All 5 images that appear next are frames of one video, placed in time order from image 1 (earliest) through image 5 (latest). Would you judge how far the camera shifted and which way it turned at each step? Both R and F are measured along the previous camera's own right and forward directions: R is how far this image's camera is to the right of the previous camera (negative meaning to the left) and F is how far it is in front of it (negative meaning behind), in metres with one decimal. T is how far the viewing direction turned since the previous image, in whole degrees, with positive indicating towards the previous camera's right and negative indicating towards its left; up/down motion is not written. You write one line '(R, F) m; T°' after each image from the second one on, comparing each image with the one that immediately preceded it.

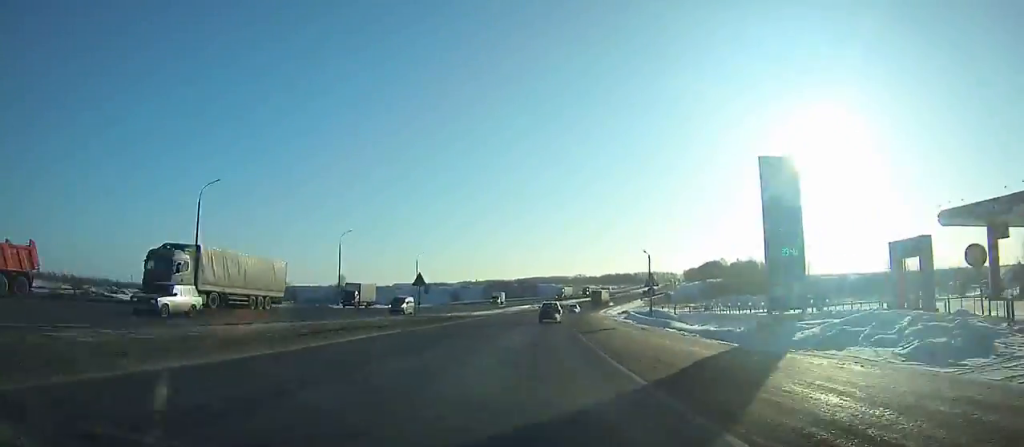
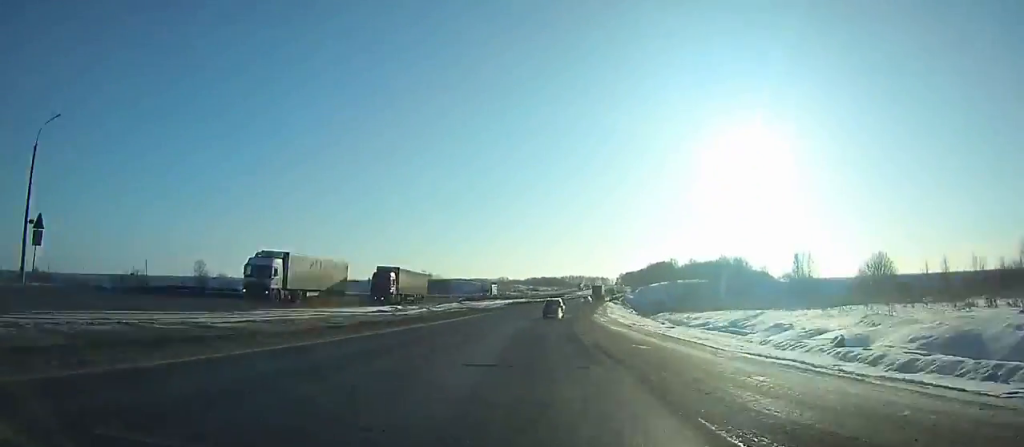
(+4.8, +81.4) m; +8°
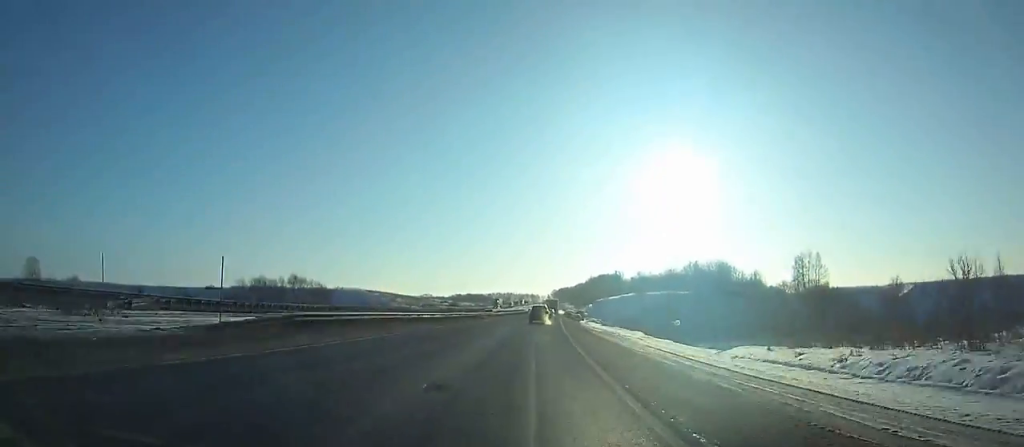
(+3.6, +63.4) m; +5°
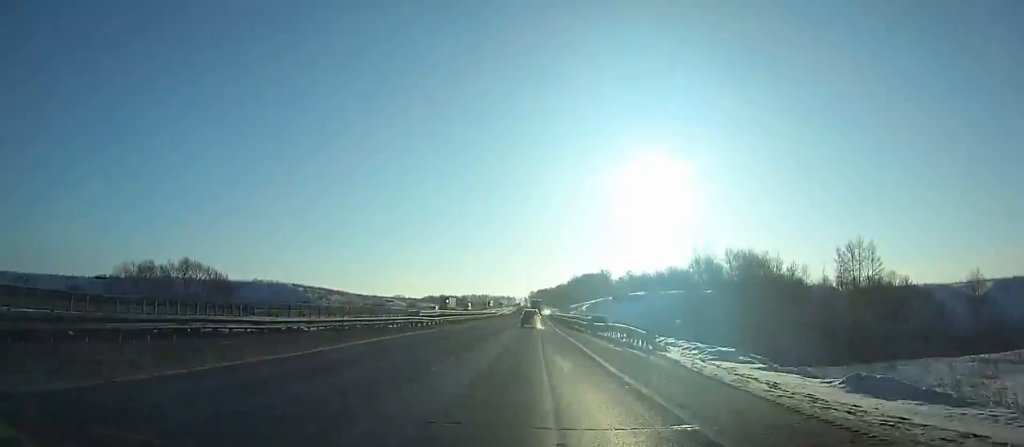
(+1.4, +43.0) m; +2°
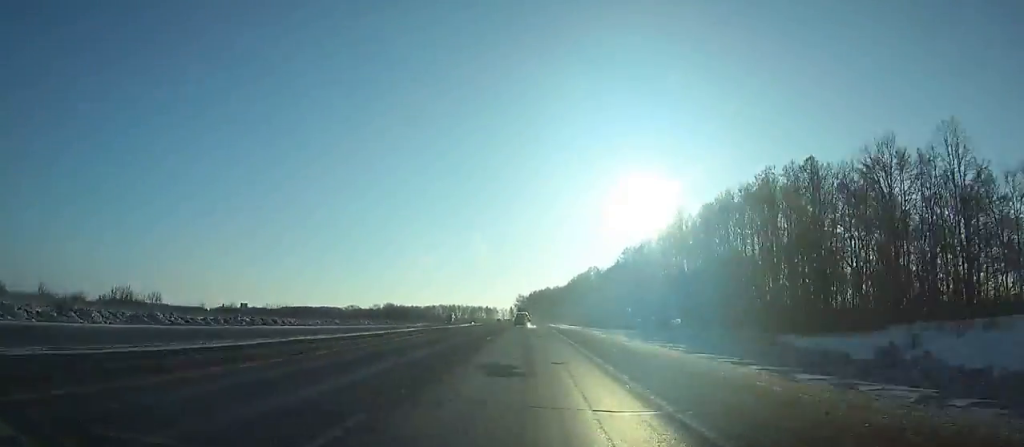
(+6.9, +261.5) m; +1°
